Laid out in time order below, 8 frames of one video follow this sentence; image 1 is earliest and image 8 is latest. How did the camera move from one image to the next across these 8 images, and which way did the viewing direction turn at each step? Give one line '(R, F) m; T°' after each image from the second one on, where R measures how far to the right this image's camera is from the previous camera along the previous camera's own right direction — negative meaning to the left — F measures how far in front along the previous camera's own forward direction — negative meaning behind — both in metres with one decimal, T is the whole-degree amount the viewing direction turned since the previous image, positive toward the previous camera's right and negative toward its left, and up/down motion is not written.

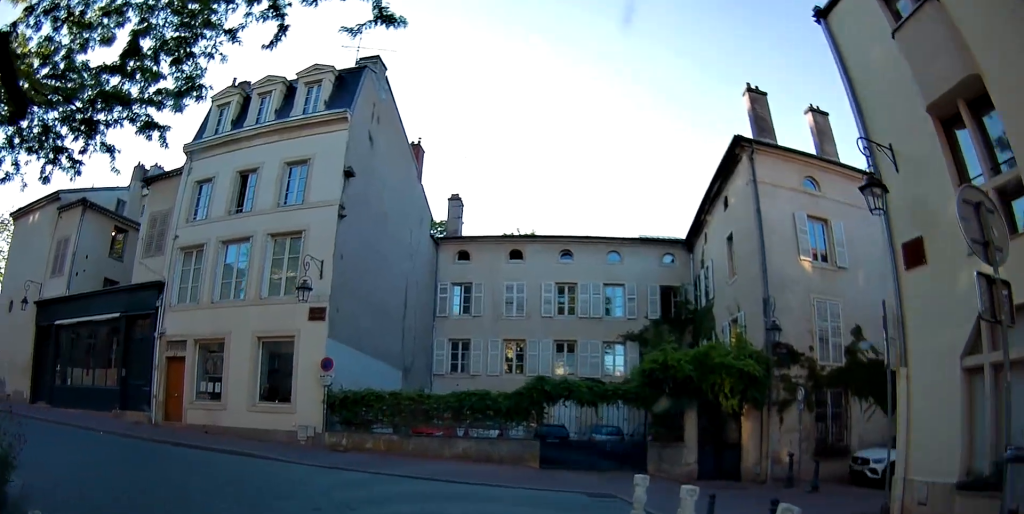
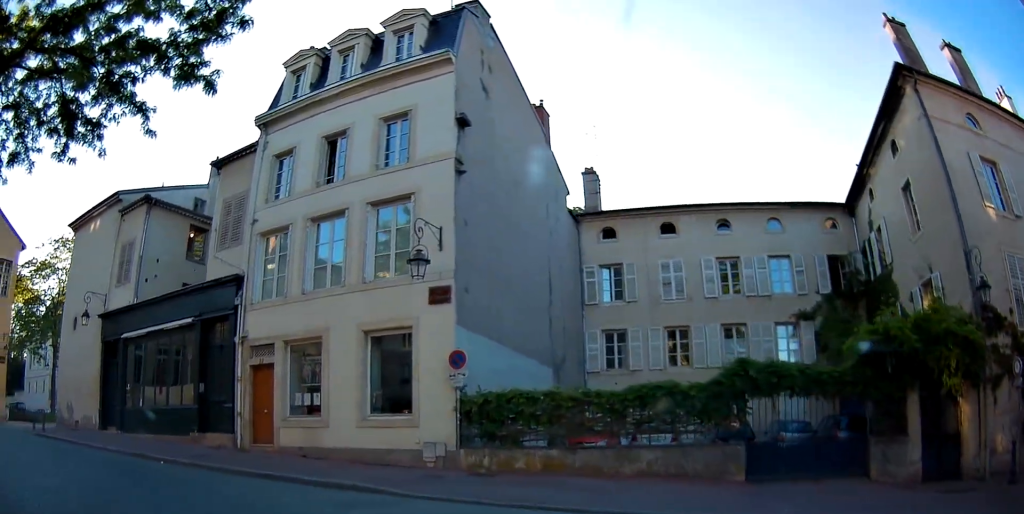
(+0.5, +4.2) m; -1°
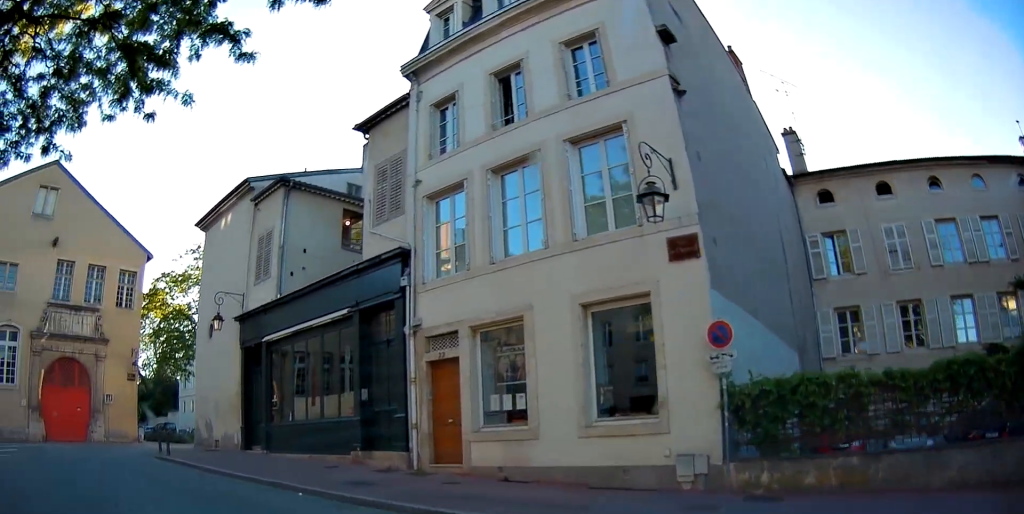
(-0.4, +3.7) m; -8°
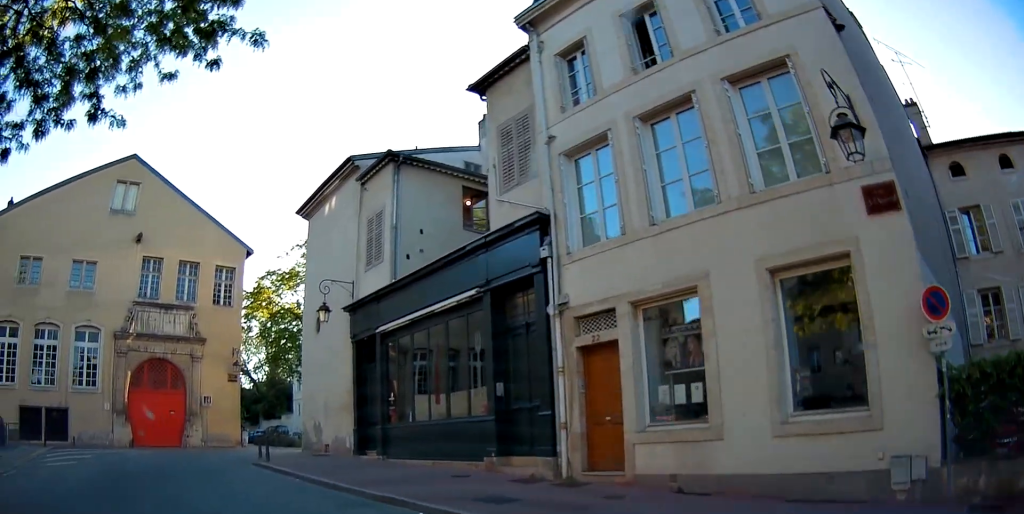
(-0.1, +2.0) m; -11°
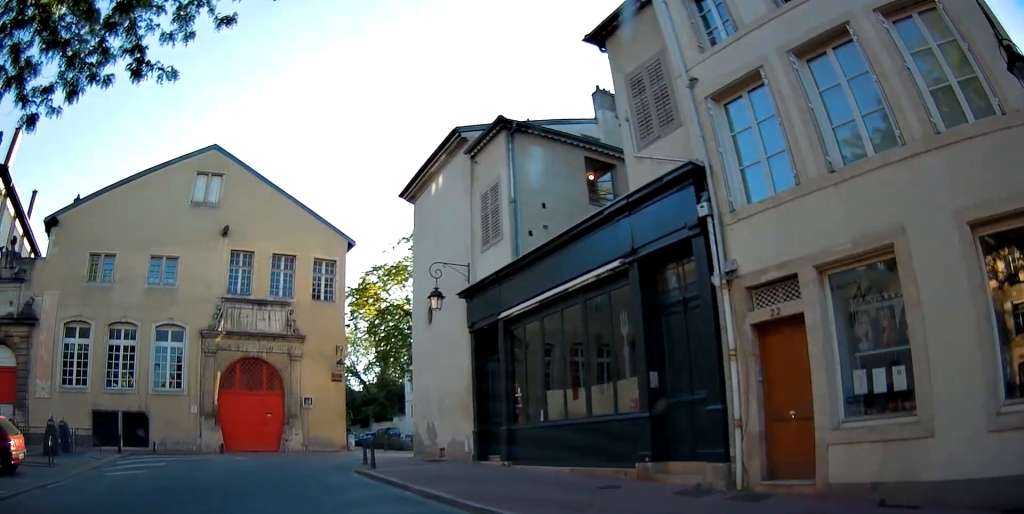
(+0.2, +1.8) m; -14°
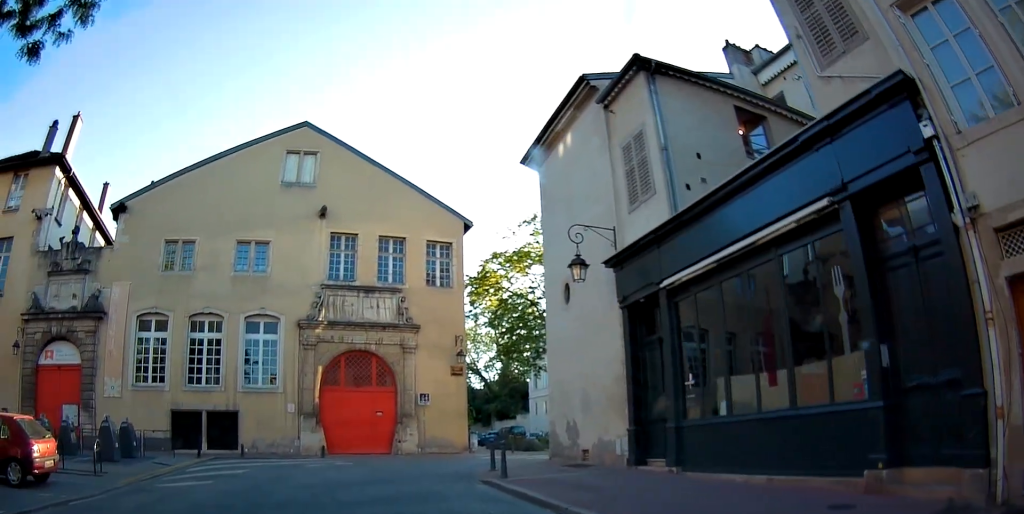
(-0.6, +2.2) m; -17°
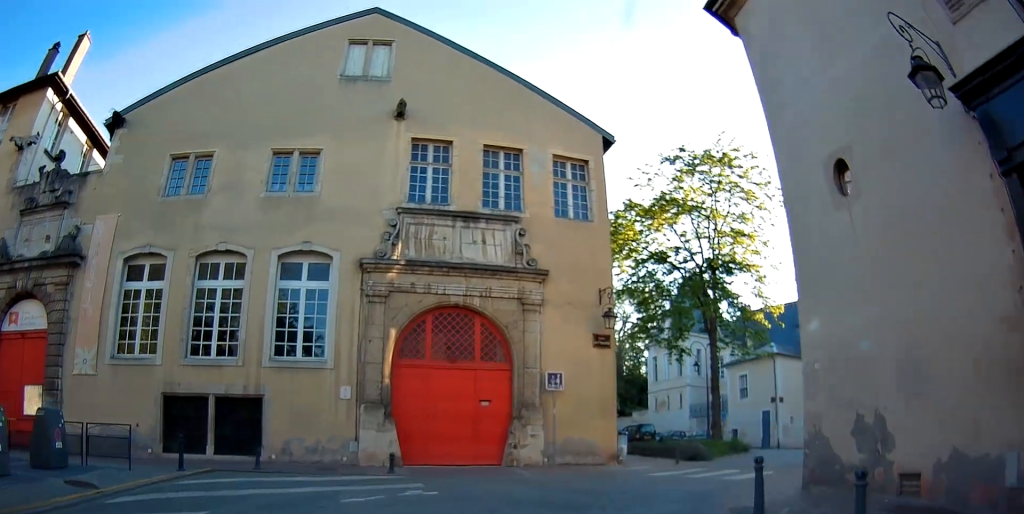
(-1.9, +7.4) m; -12°
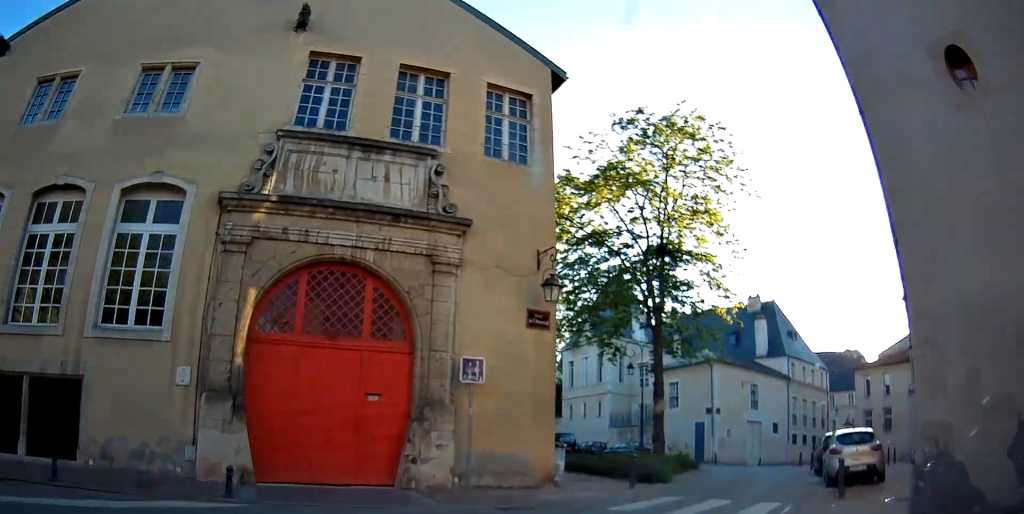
(+0.1, +4.6) m; +2°
